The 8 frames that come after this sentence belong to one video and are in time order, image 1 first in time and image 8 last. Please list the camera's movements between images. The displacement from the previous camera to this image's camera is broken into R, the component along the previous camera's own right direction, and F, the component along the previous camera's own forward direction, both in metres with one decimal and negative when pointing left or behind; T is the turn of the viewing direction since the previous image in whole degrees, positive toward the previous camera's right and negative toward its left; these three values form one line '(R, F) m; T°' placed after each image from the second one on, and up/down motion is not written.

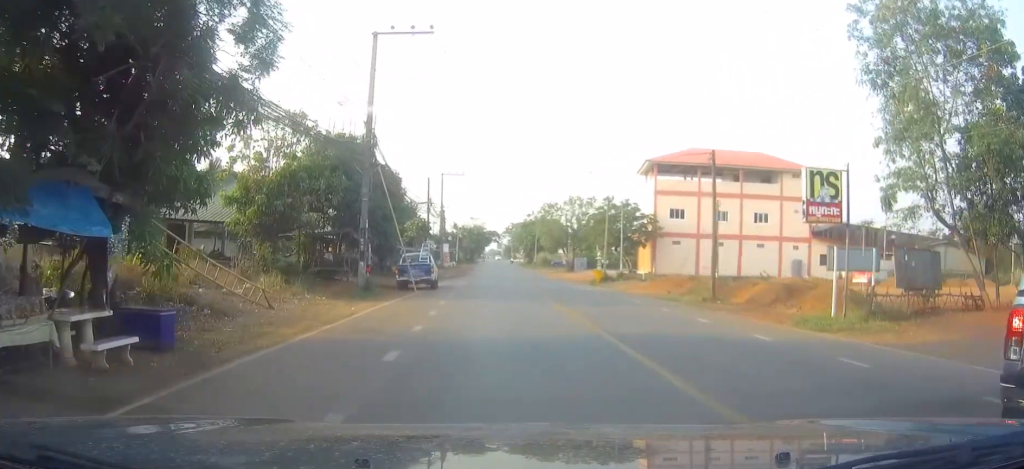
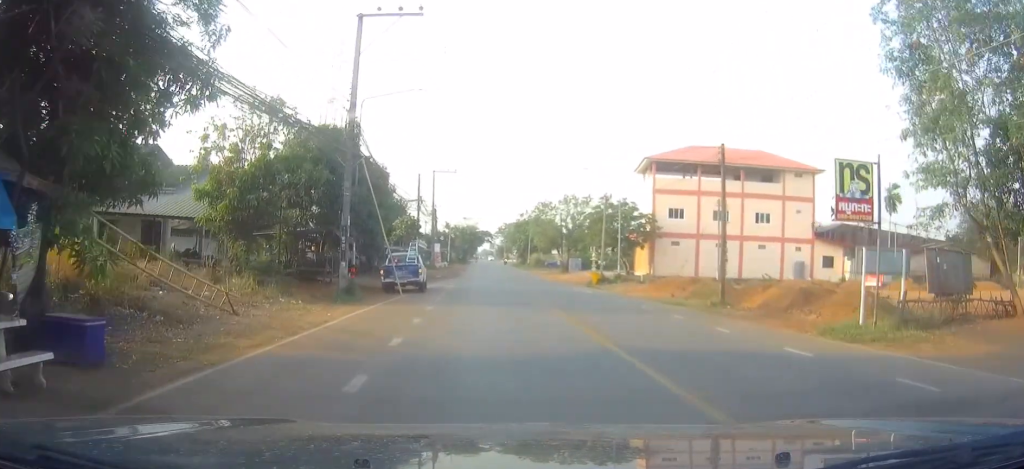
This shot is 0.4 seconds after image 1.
(0.0, +2.3) m; +1°
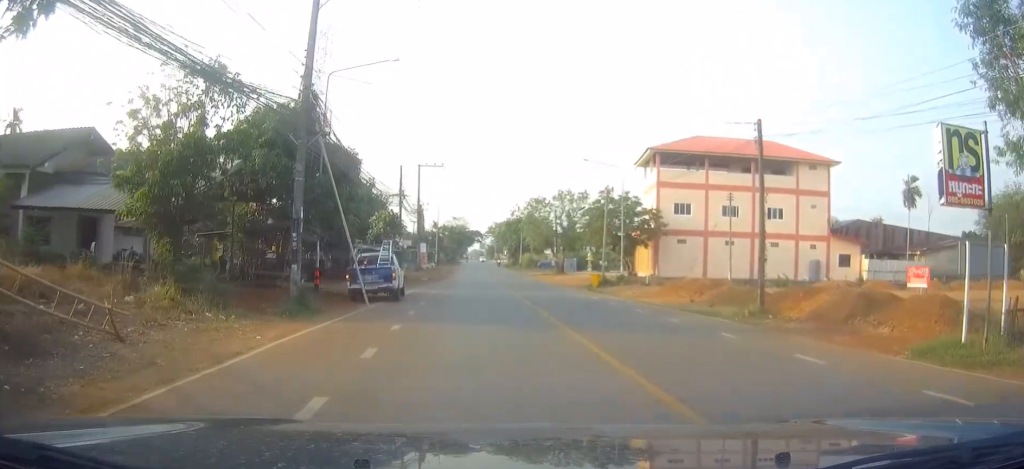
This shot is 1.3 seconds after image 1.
(+0.1, +5.7) m; 0°
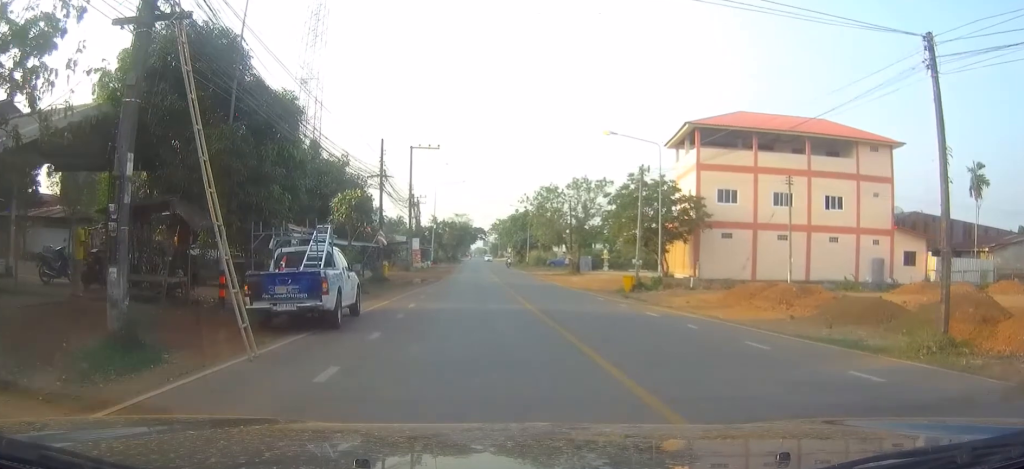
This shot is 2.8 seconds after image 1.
(-0.1, +10.7) m; 0°
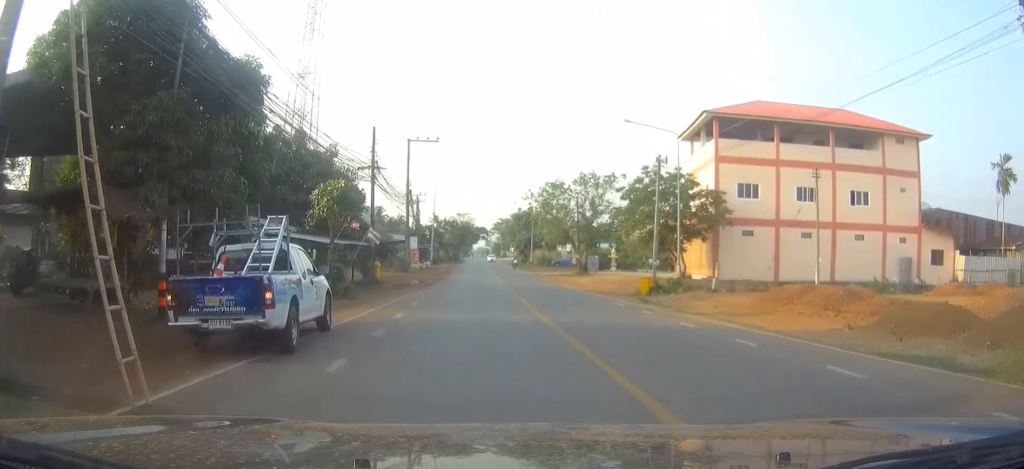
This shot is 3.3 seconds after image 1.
(0.0, +3.9) m; +1°
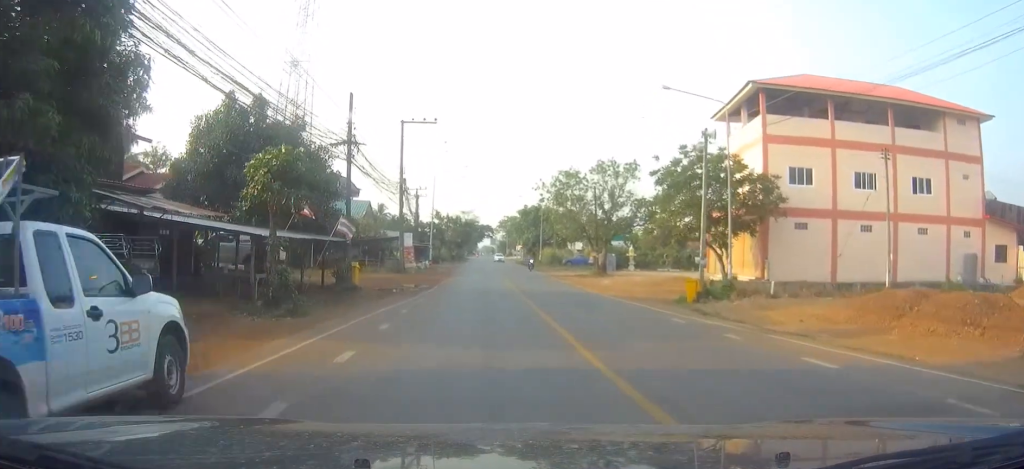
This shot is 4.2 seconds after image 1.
(+0.1, +7.4) m; 0°
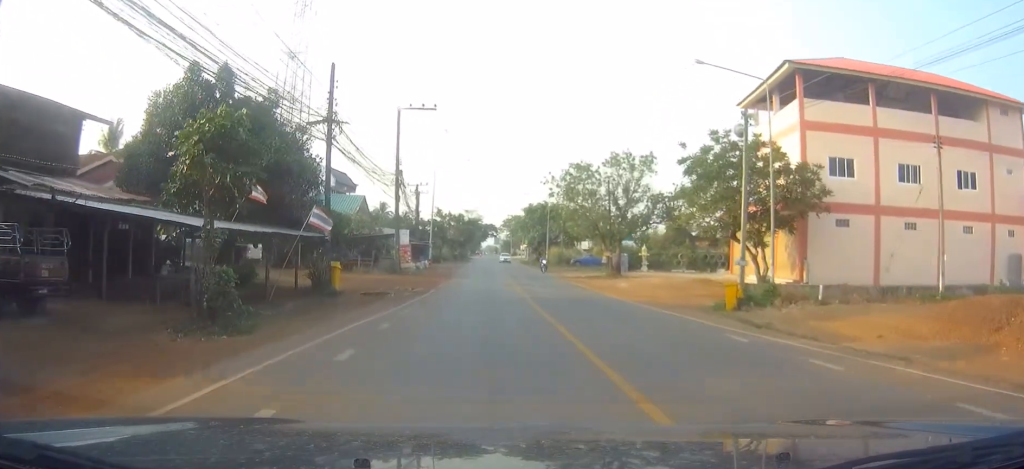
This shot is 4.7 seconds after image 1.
(0.0, +4.3) m; 0°
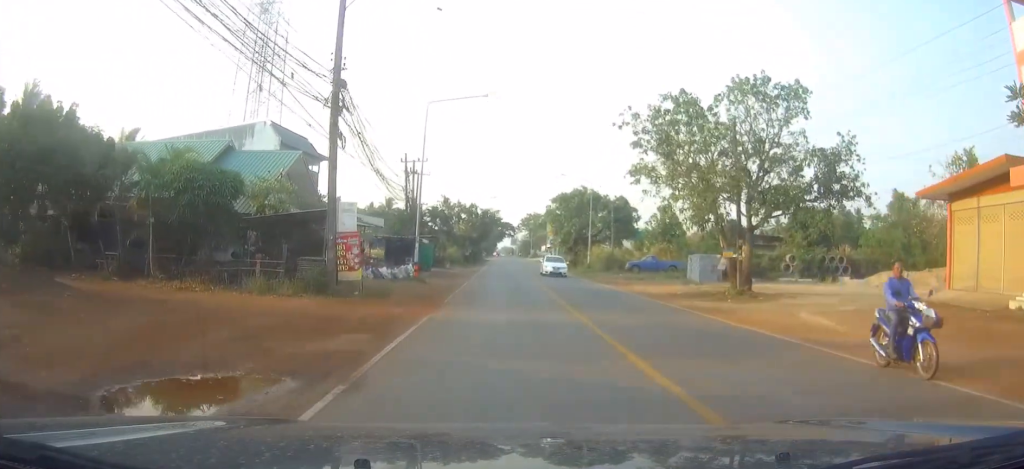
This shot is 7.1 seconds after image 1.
(-0.4, +23.3) m; -2°
